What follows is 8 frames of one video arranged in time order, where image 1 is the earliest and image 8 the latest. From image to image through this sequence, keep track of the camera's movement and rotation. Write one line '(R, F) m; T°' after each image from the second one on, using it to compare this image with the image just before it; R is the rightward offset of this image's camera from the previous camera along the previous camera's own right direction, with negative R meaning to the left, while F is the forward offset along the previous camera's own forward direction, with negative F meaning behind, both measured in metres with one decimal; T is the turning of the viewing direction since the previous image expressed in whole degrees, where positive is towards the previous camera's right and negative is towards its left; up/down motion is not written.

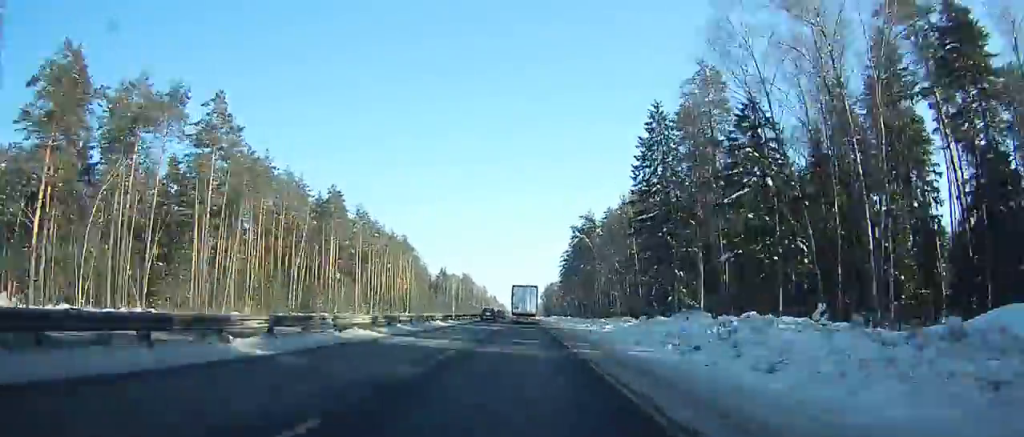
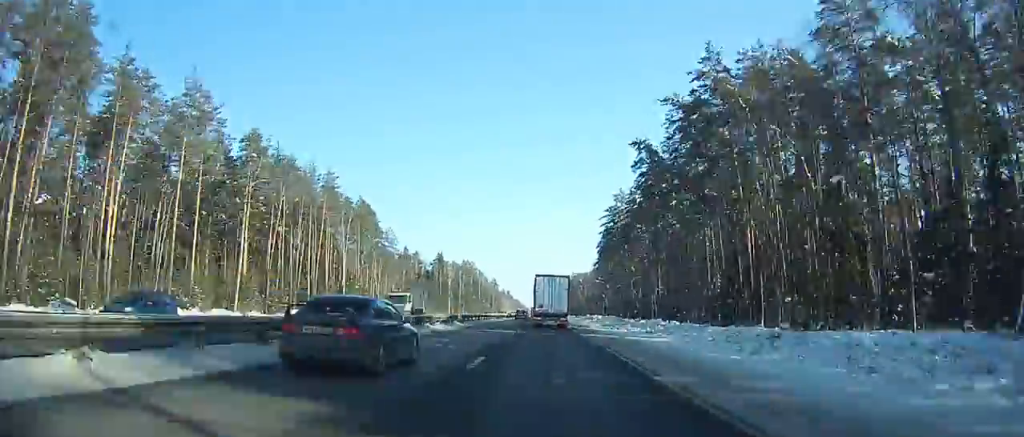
(0.0, +89.0) m; +1°
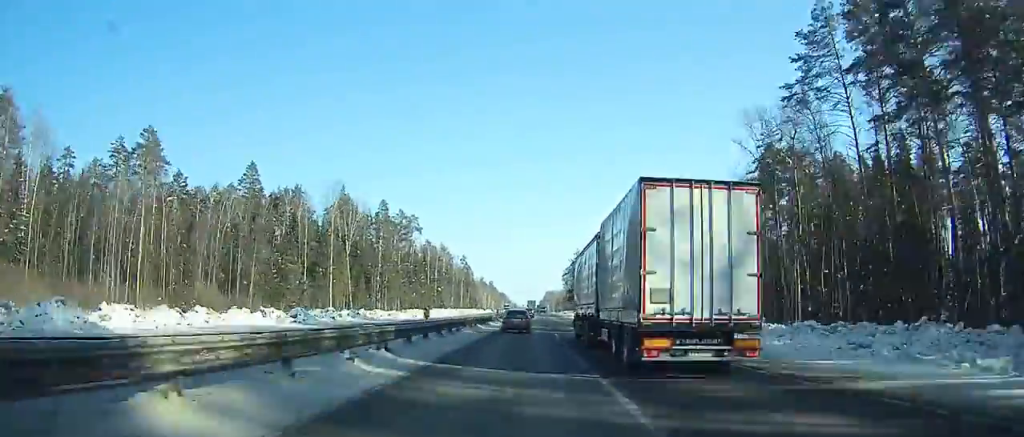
(+1.2, +173.5) m; 0°
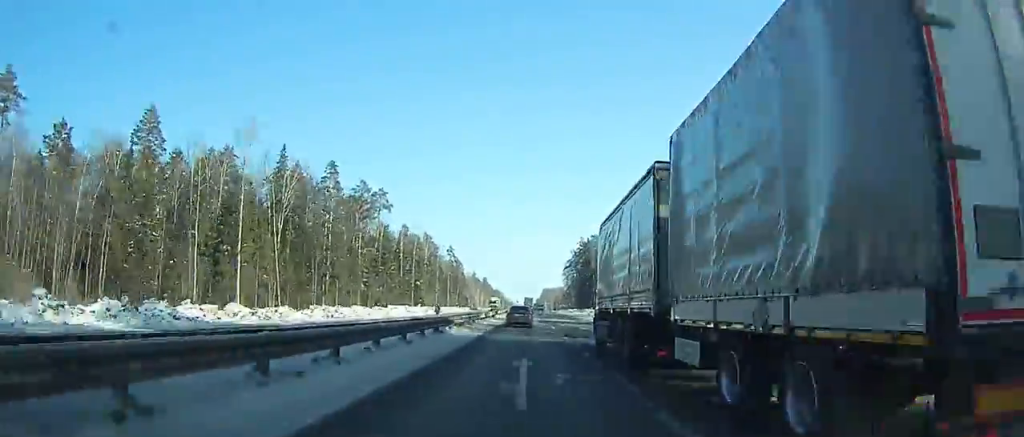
(0.0, +40.7) m; 0°
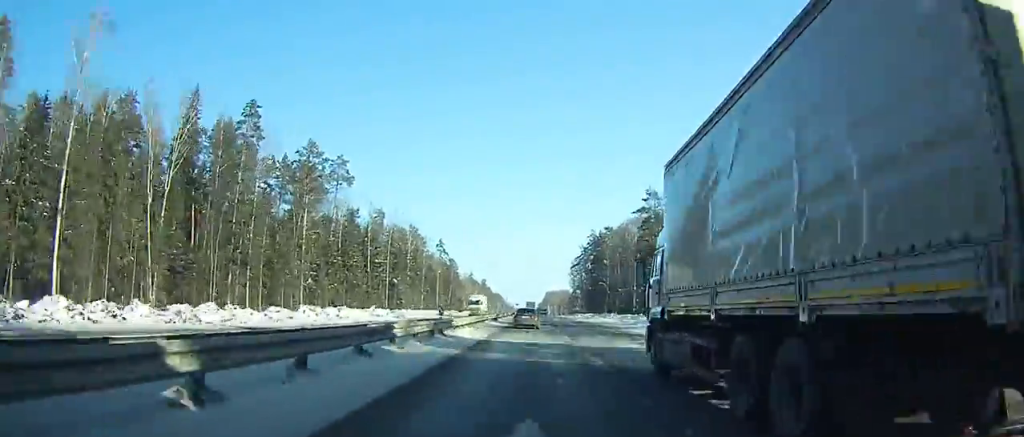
(0.0, +40.4) m; 0°
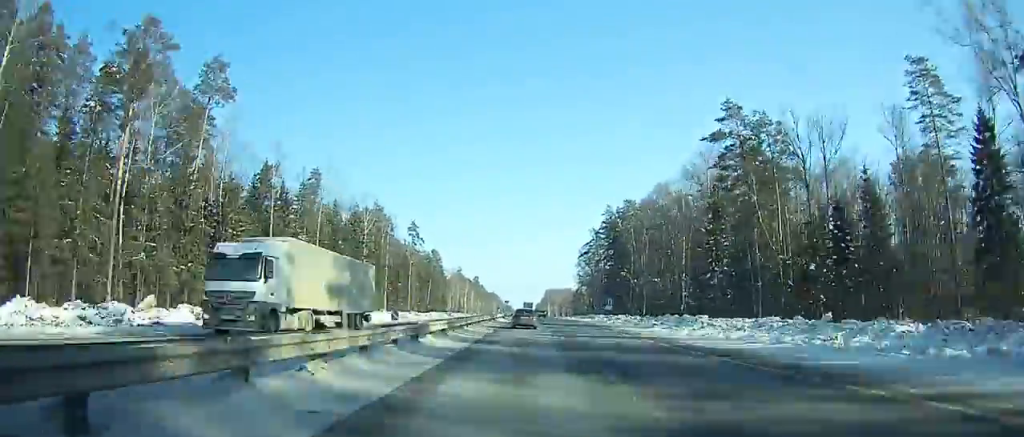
(0.0, +52.0) m; +1°
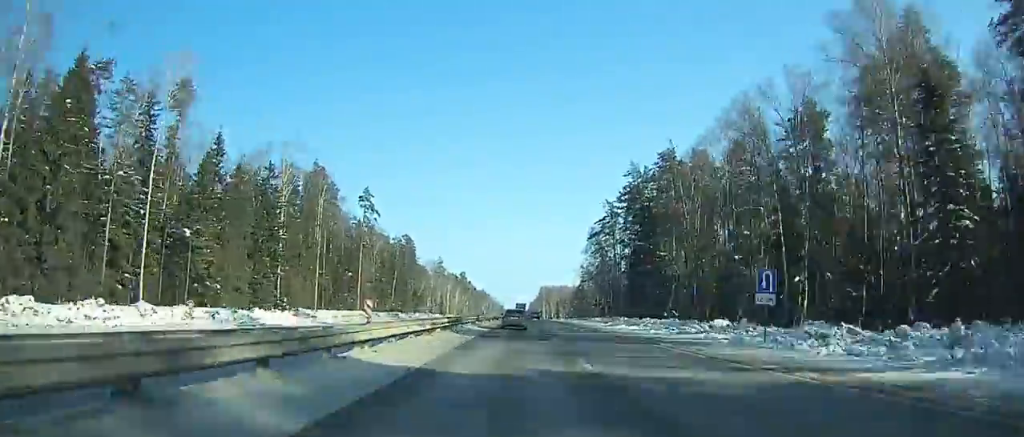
(+0.3, +51.5) m; 0°
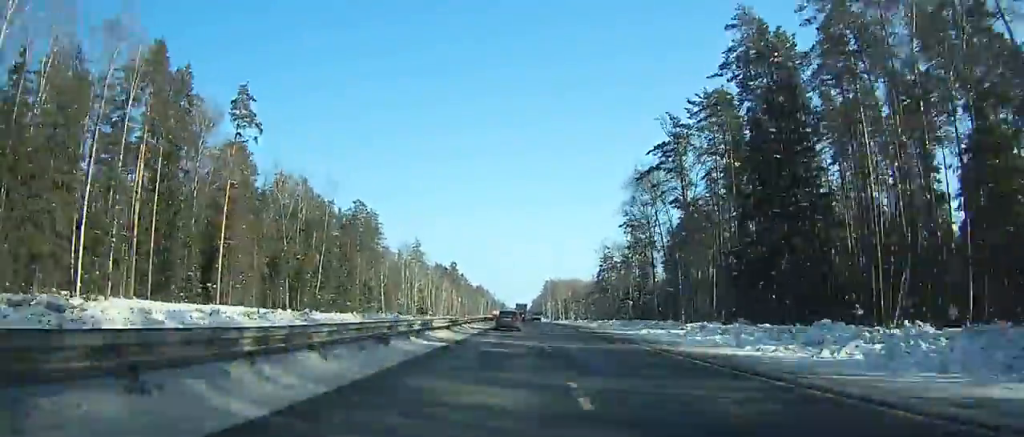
(+1.2, +65.7) m; 0°
